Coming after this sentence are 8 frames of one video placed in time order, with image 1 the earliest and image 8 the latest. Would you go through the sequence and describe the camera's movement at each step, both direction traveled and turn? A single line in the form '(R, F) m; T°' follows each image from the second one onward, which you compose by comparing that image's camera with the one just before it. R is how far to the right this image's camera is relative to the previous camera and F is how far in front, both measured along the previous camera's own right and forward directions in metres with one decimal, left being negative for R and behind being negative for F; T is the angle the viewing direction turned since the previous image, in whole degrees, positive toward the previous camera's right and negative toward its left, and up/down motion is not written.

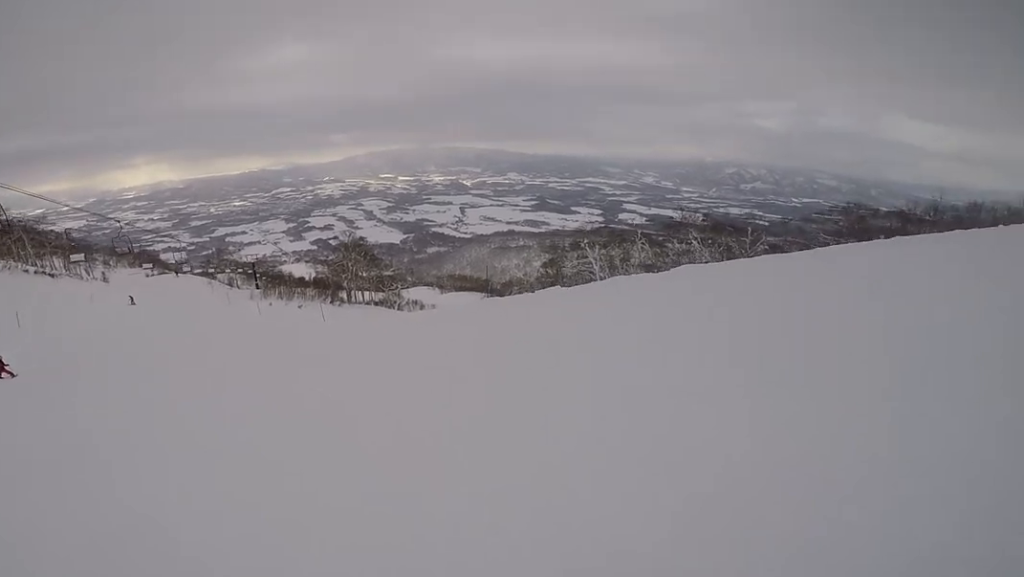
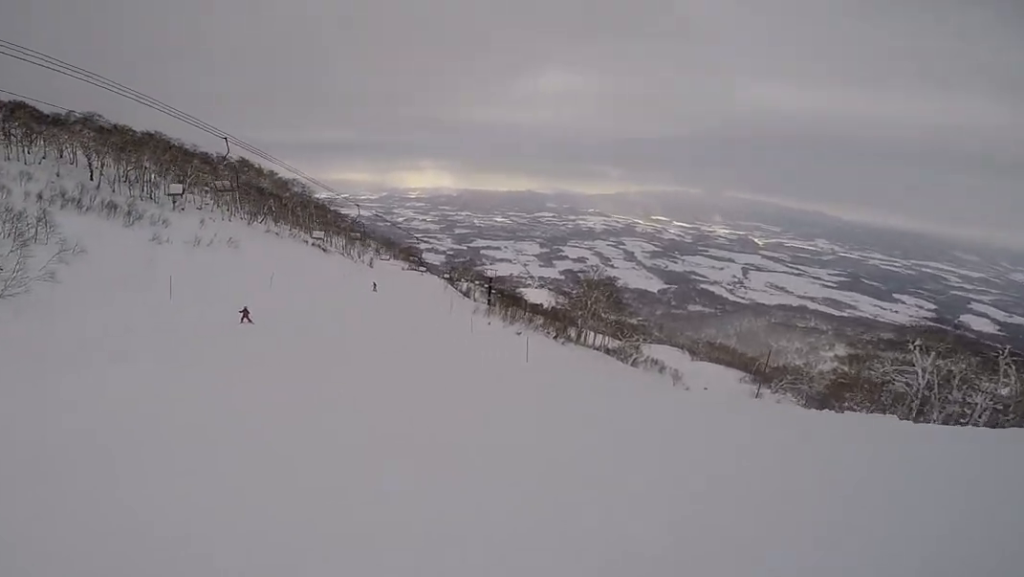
(-1.1, +4.8) m; -29°
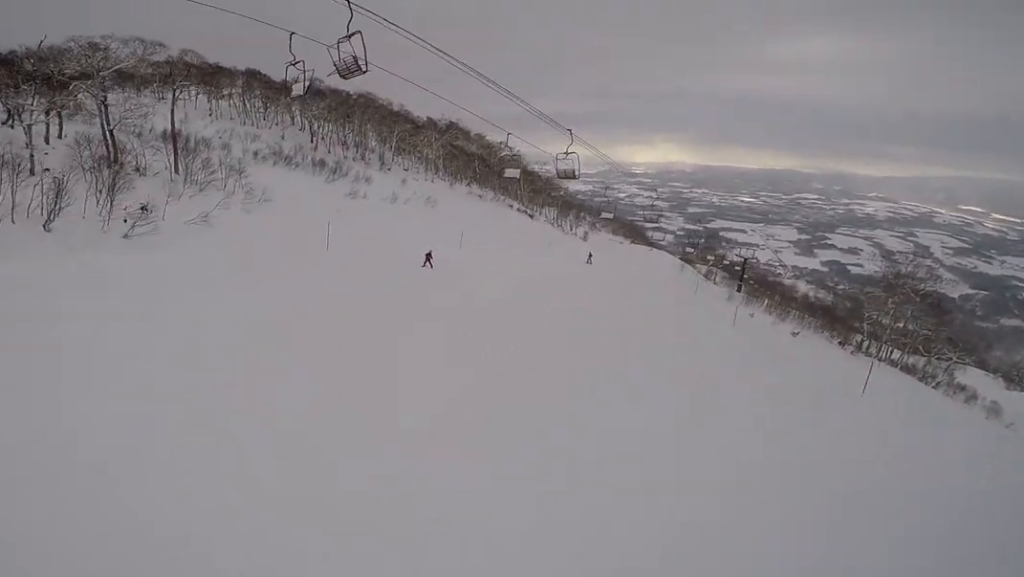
(-3.1, +9.0) m; -32°
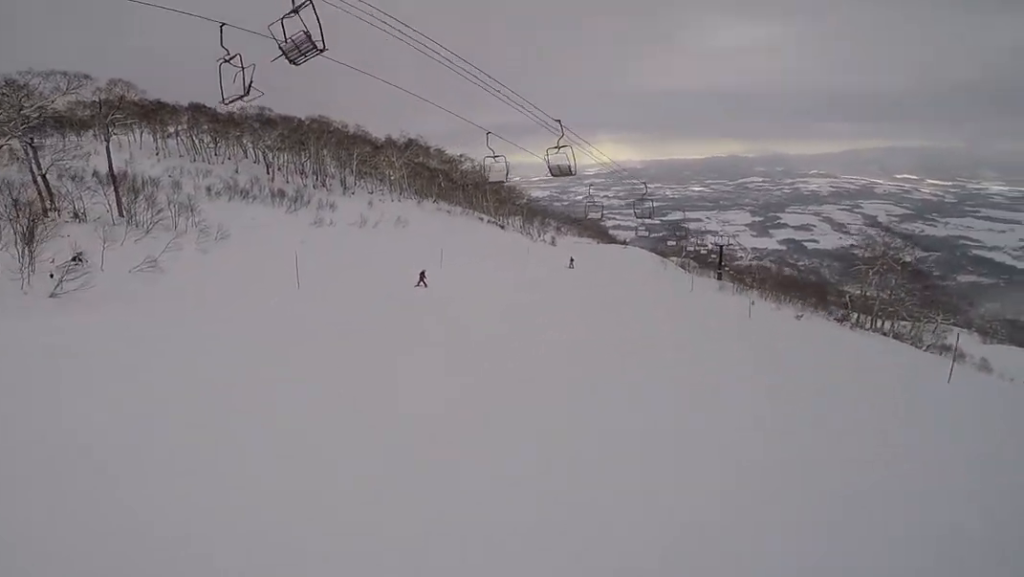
(-1.0, +3.6) m; +1°
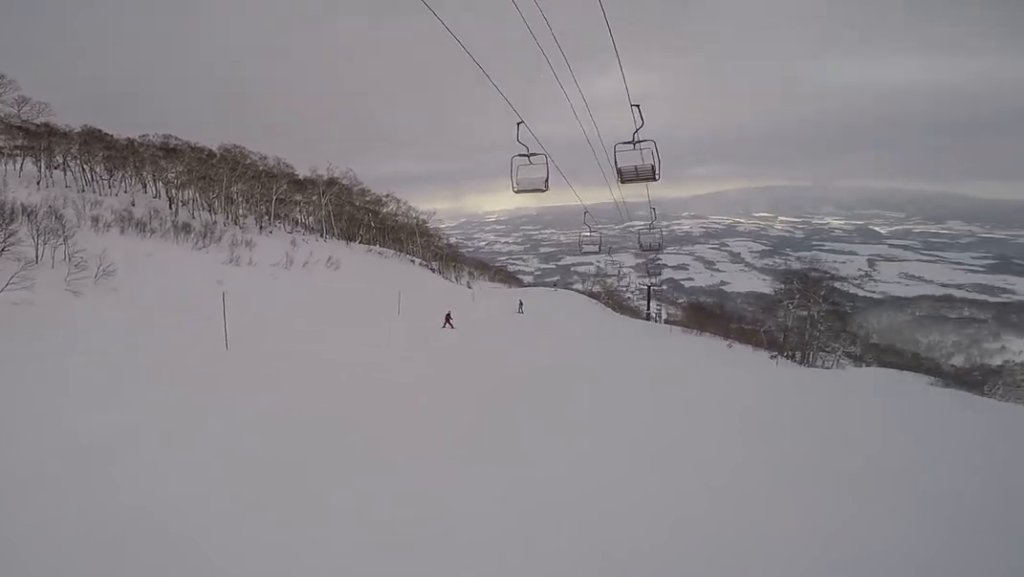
(+3.0, +8.1) m; +44°
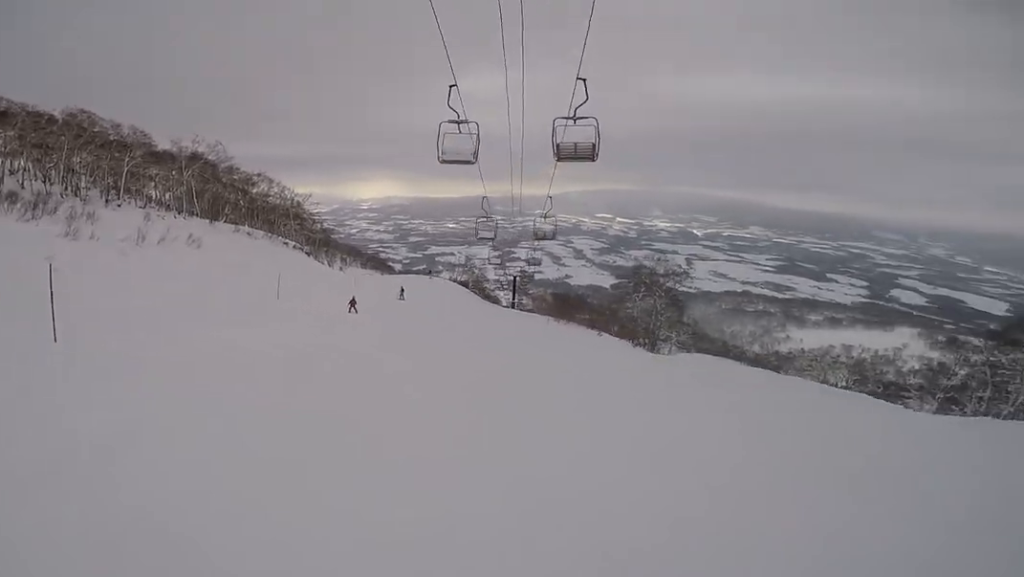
(+0.5, +3.0) m; +13°
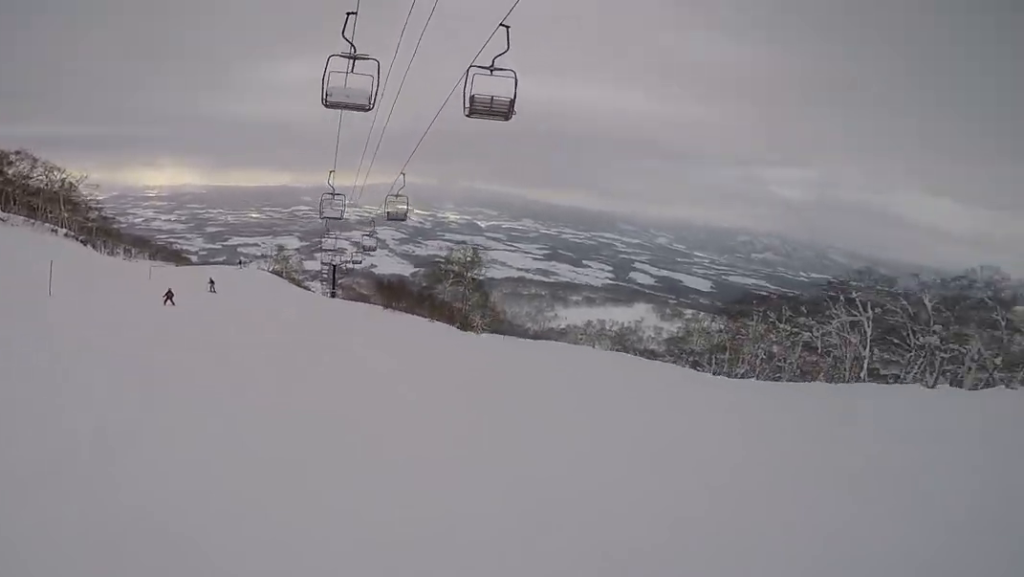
(+0.6, +3.8) m; +6°
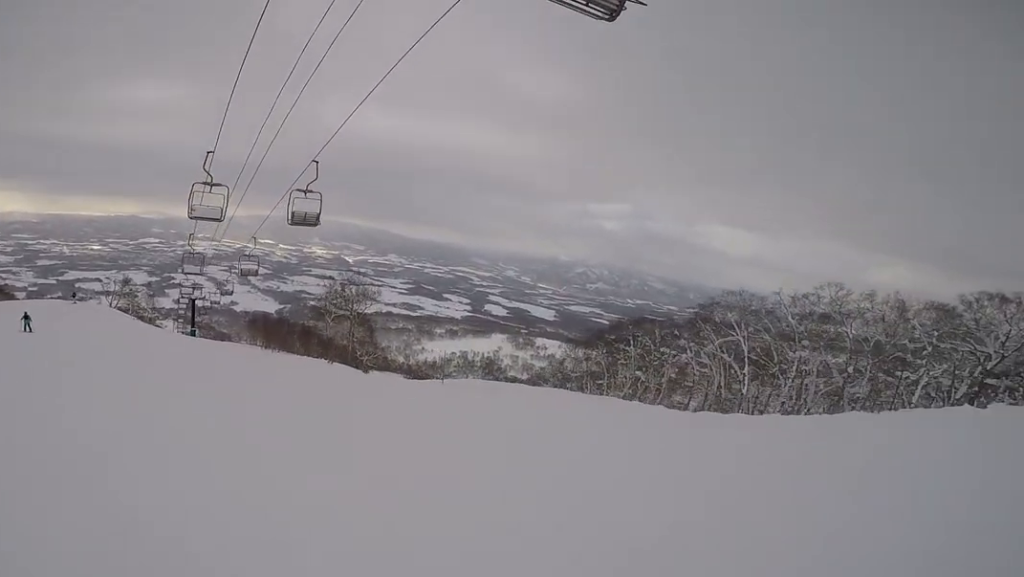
(+0.1, +7.0) m; -5°
